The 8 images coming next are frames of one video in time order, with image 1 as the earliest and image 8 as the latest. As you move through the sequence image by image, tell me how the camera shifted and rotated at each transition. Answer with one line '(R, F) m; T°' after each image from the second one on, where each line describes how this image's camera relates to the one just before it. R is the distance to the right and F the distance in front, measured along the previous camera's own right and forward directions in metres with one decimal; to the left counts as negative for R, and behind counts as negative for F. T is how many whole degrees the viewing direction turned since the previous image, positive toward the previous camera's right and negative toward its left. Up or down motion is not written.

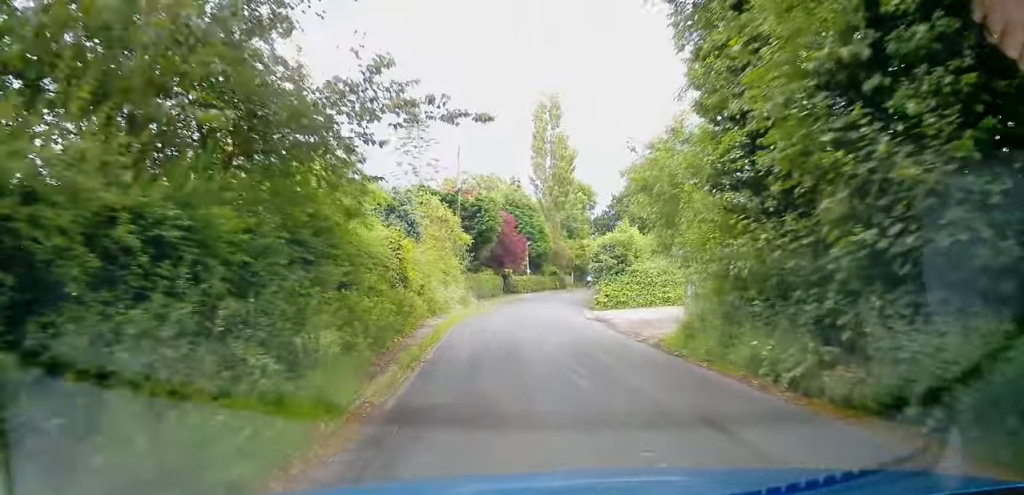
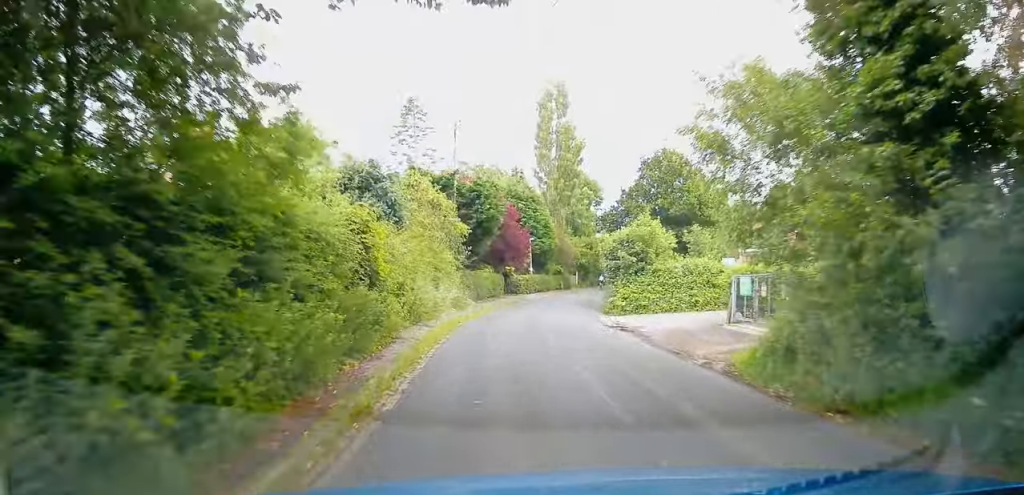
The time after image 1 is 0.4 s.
(-0.2, +4.9) m; 0°
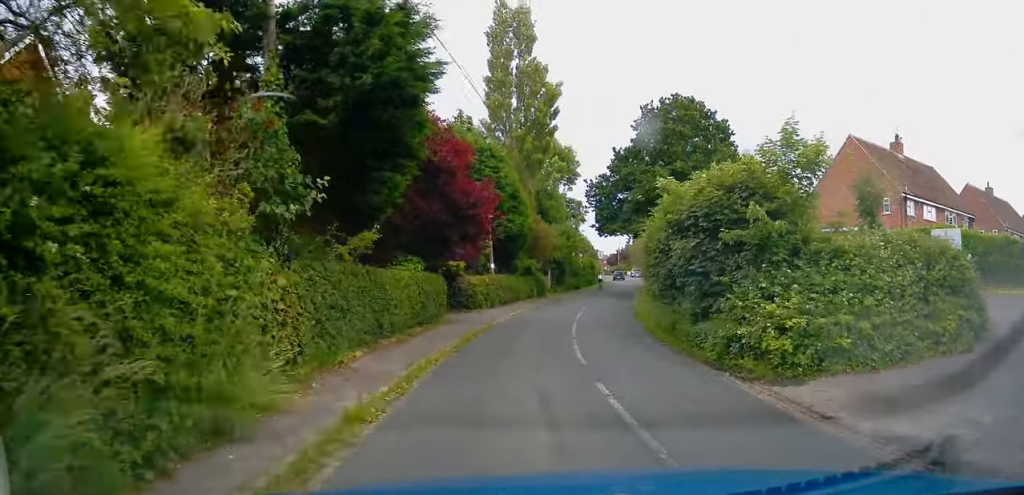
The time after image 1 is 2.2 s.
(+0.5, +19.3) m; +5°
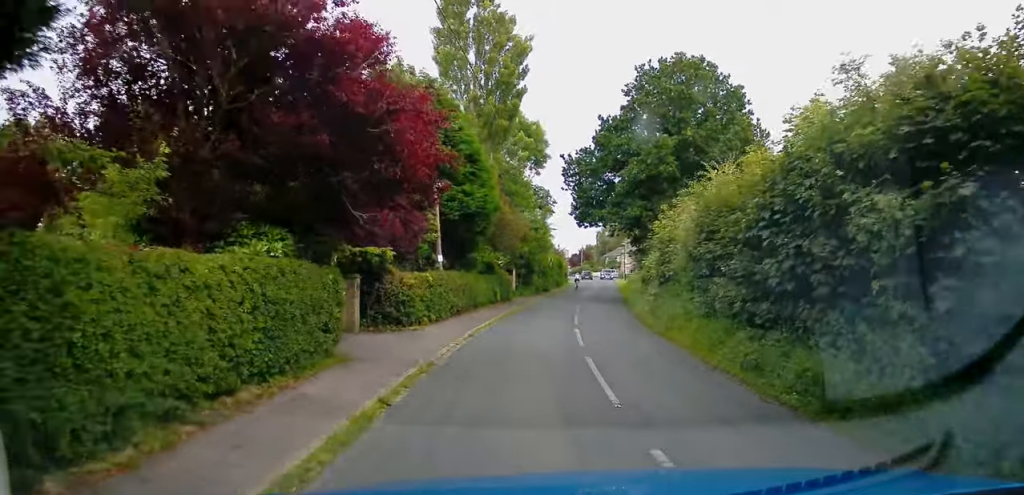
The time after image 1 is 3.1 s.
(+0.3, +9.4) m; +3°
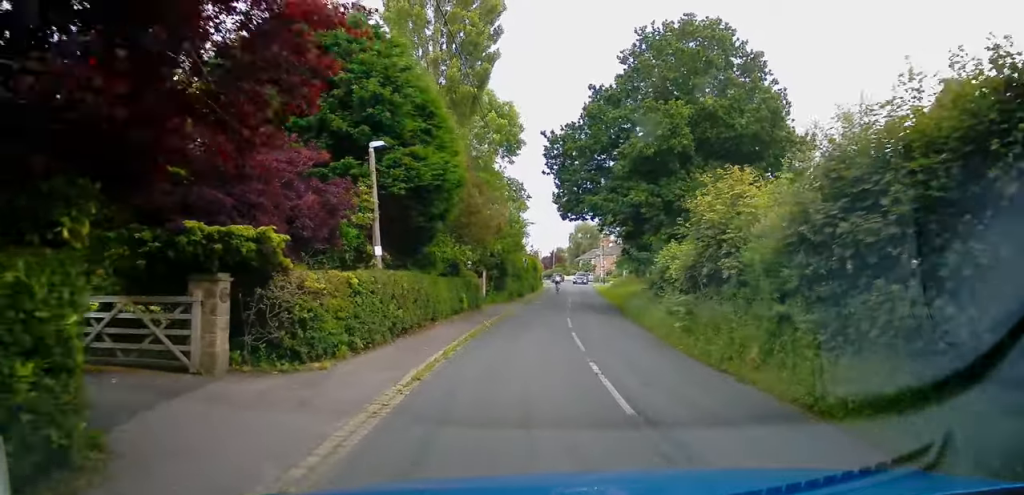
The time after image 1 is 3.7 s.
(+0.1, +6.5) m; +3°
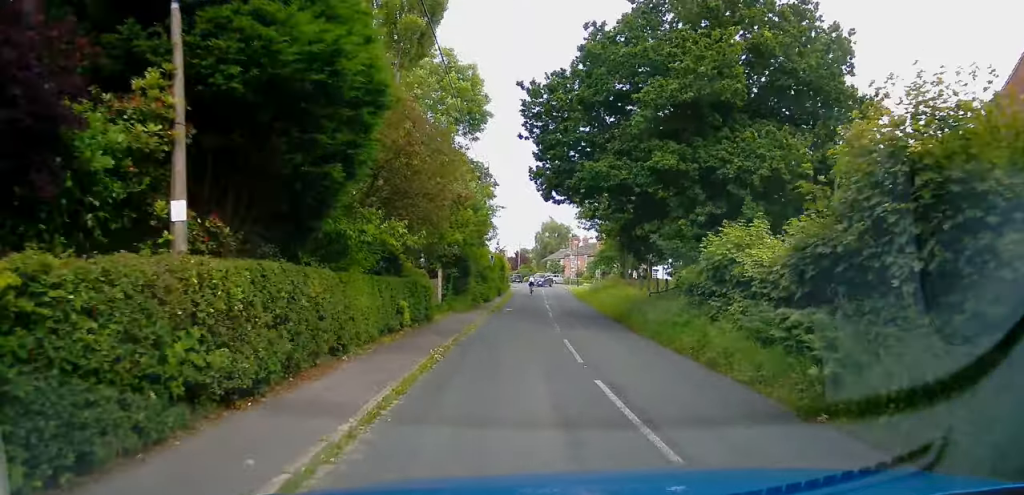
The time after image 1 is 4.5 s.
(+0.3, +8.1) m; +3°
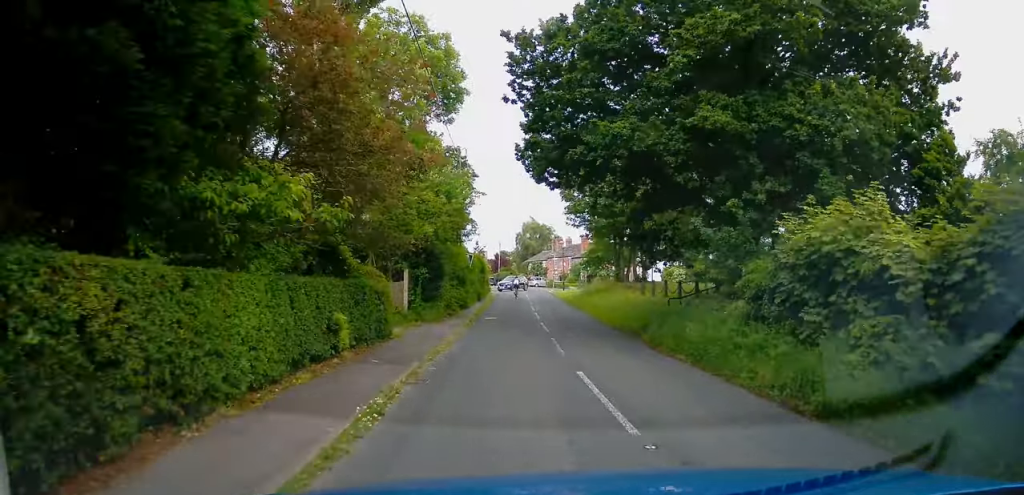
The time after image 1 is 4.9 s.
(+0.1, +5.0) m; +2°
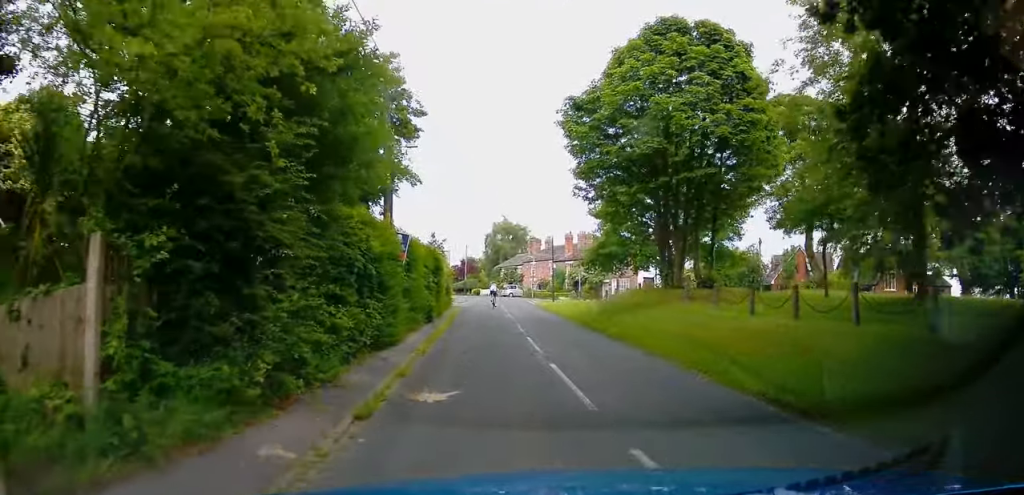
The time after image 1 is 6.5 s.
(+0.1, +16.2) m; +1°
